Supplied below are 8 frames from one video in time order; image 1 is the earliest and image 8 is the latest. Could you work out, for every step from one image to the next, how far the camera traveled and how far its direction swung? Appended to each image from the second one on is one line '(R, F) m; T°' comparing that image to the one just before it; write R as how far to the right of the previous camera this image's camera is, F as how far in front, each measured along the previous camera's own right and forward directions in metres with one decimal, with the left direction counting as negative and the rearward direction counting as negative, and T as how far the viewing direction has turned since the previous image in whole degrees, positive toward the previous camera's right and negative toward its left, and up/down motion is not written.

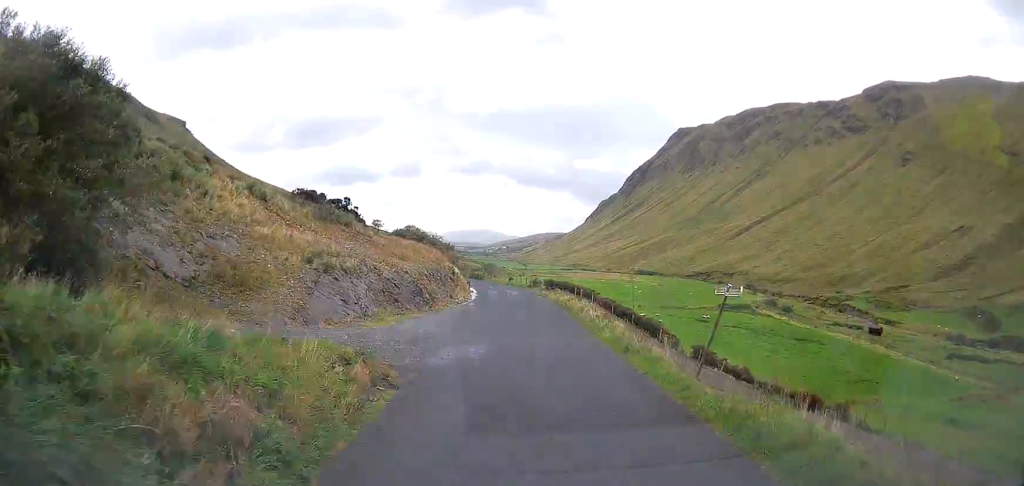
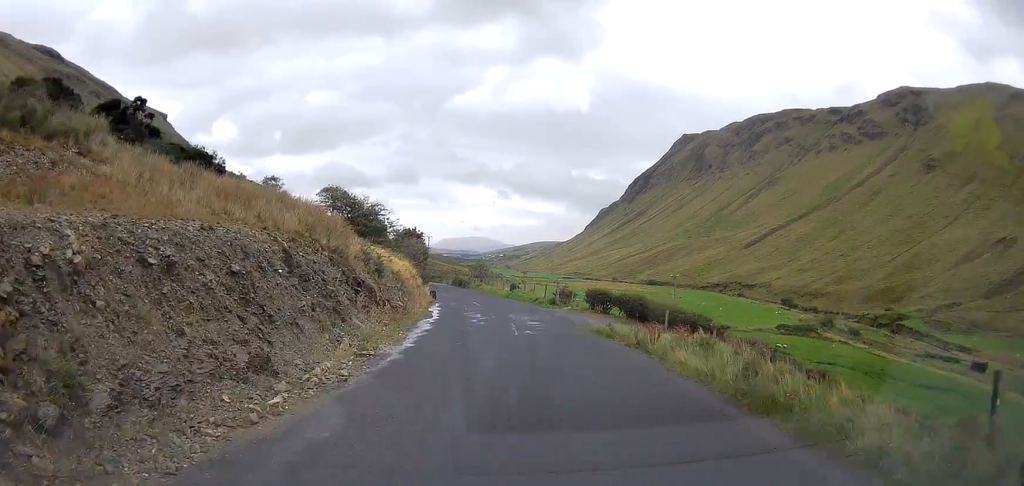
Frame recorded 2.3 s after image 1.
(+0.6, +35.4) m; +2°
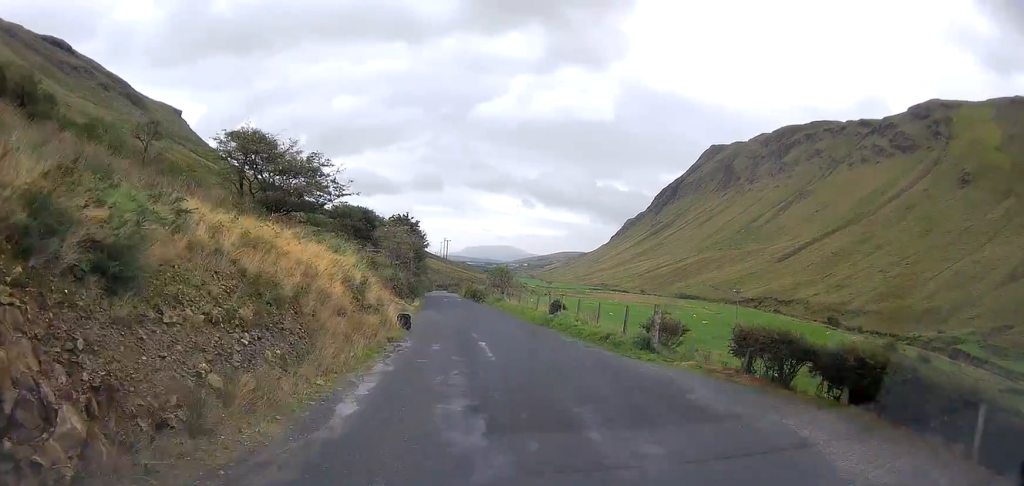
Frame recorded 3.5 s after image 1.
(-0.2, +18.7) m; -2°
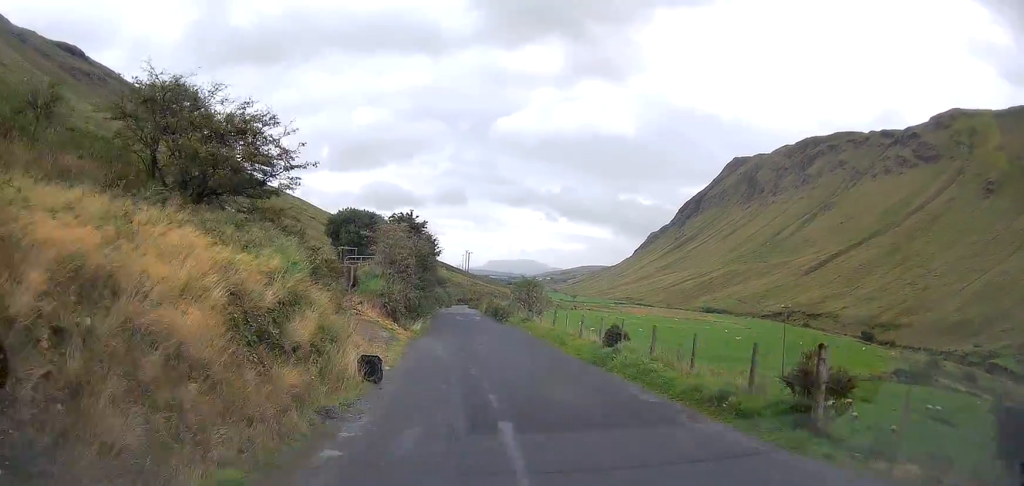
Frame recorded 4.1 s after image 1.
(-0.2, +8.3) m; -1°
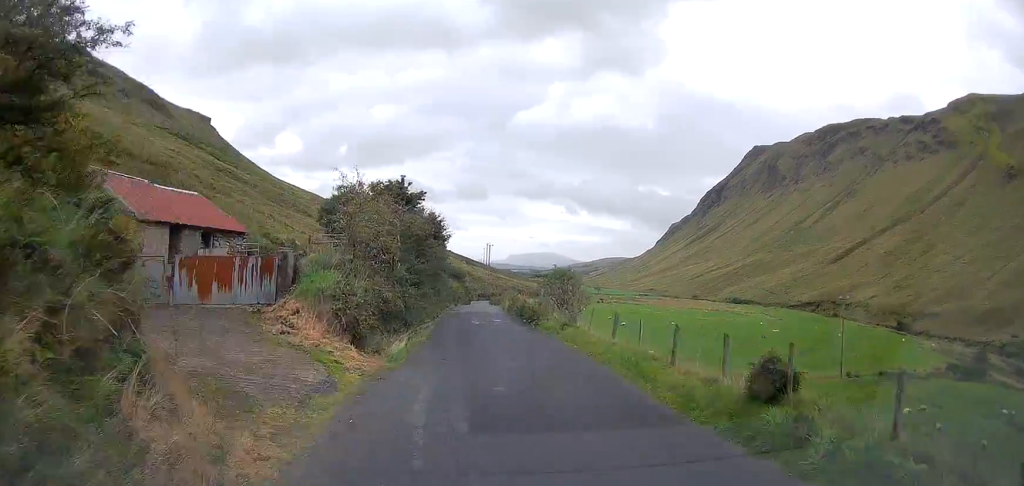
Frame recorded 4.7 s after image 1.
(-0.1, +9.4) m; -1°
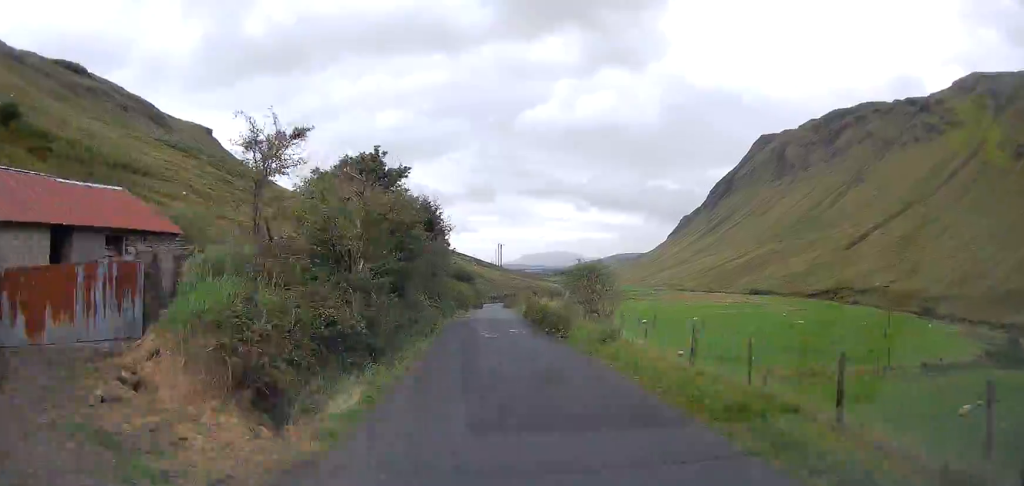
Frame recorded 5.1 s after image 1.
(+0.1, +6.2) m; -1°
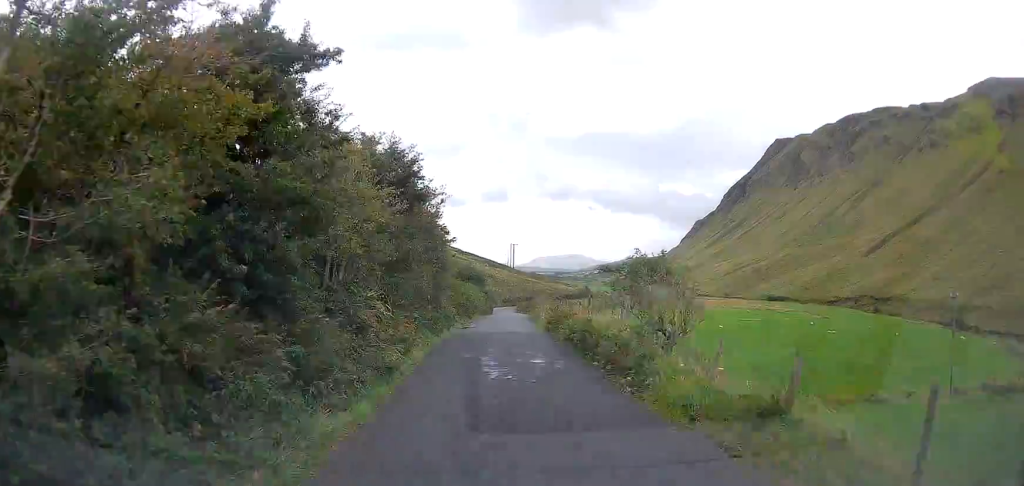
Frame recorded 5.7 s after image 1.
(-0.2, +9.8) m; -2°
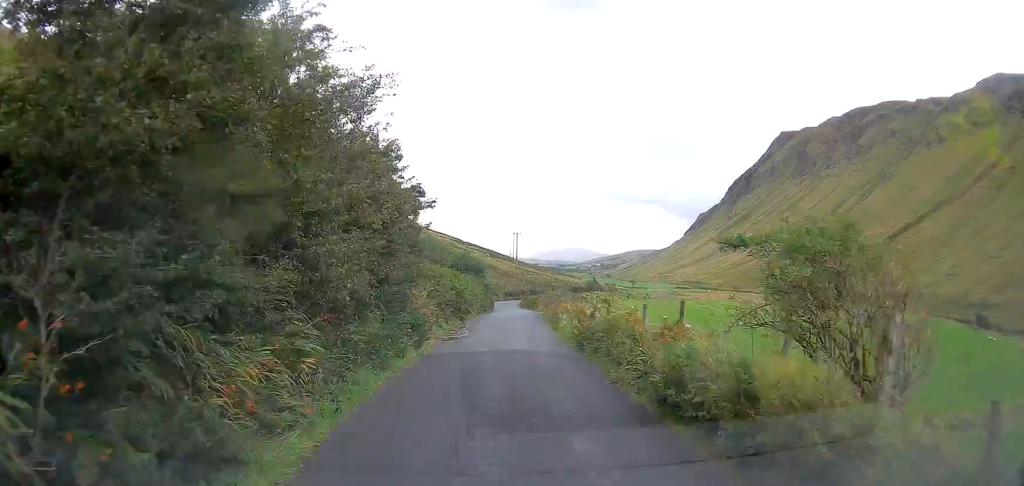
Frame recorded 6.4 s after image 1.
(-0.2, +10.8) m; -2°
